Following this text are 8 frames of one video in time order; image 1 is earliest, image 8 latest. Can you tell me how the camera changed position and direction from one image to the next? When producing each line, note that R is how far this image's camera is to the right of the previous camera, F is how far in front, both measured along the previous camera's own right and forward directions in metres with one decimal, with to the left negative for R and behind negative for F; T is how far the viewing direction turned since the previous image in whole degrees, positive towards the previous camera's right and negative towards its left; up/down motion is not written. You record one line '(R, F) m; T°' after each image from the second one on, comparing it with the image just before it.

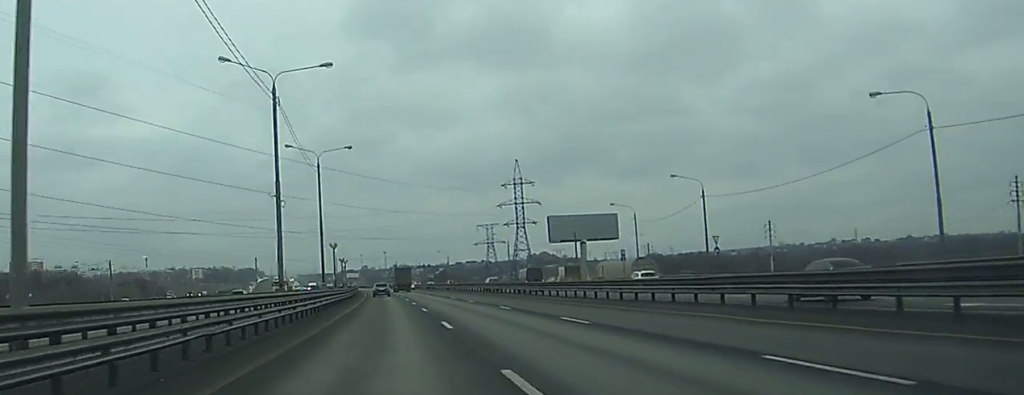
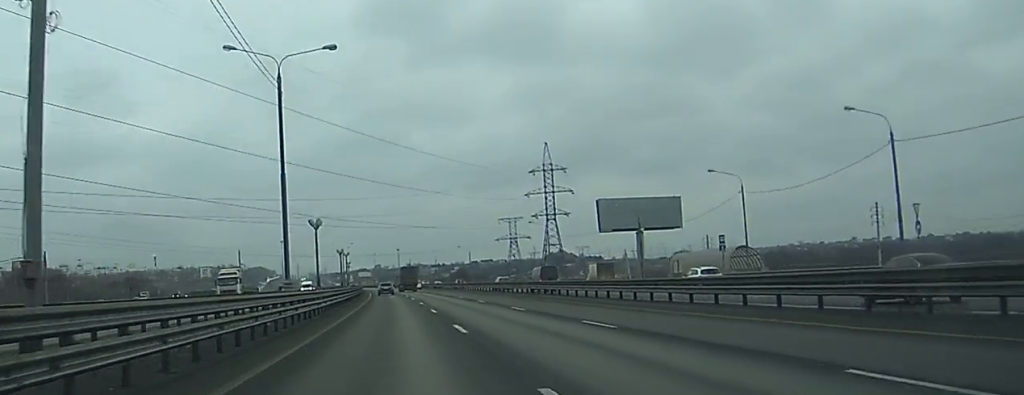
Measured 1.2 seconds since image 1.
(-0.1, +31.7) m; -1°
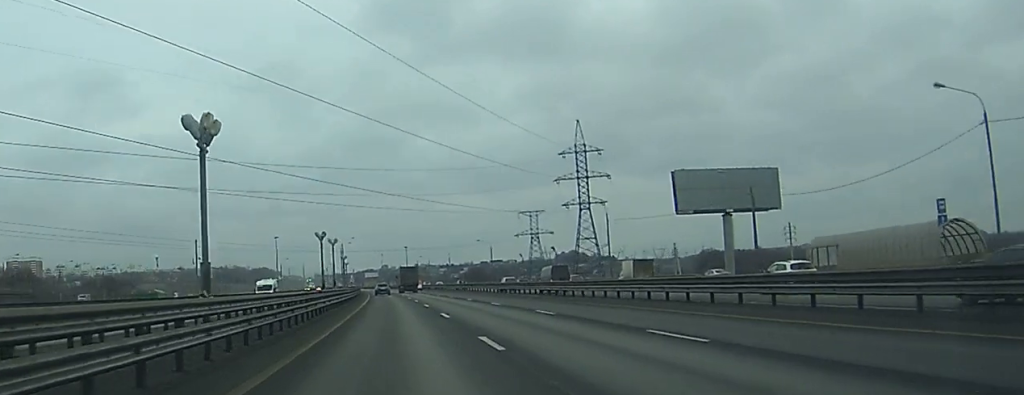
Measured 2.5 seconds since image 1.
(-0.4, +36.1) m; 0°
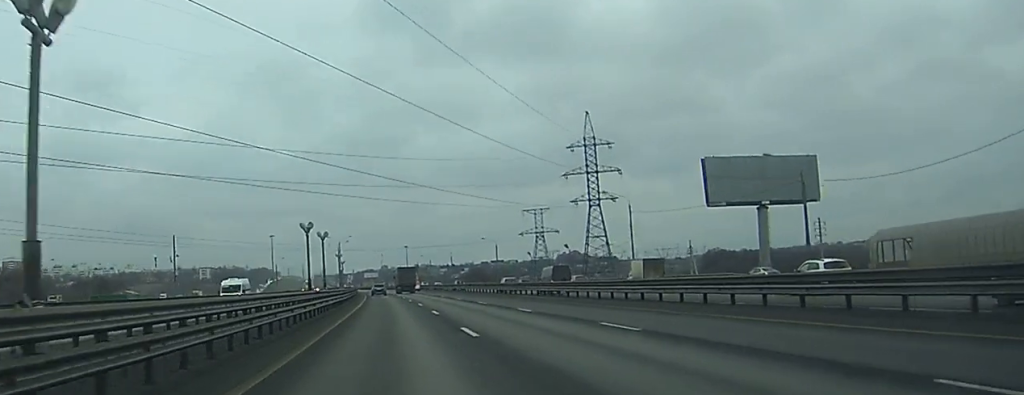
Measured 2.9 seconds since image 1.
(+0.2, +12.3) m; 0°
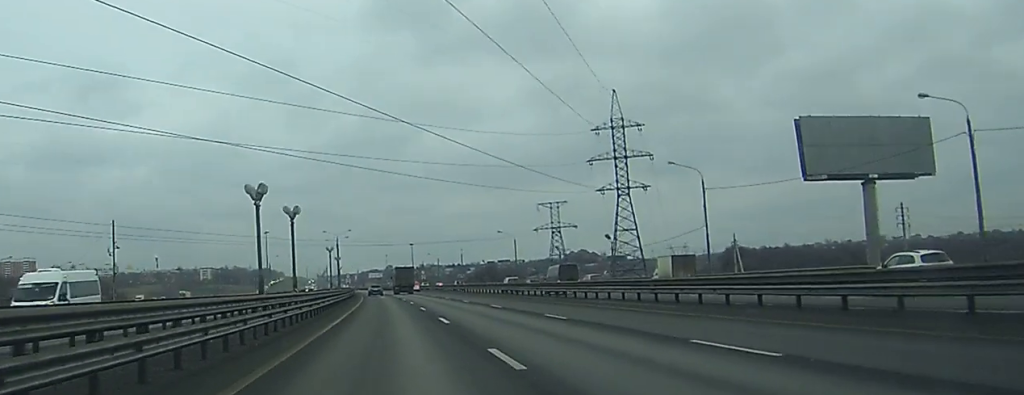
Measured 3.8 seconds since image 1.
(-0.1, +25.9) m; -1°
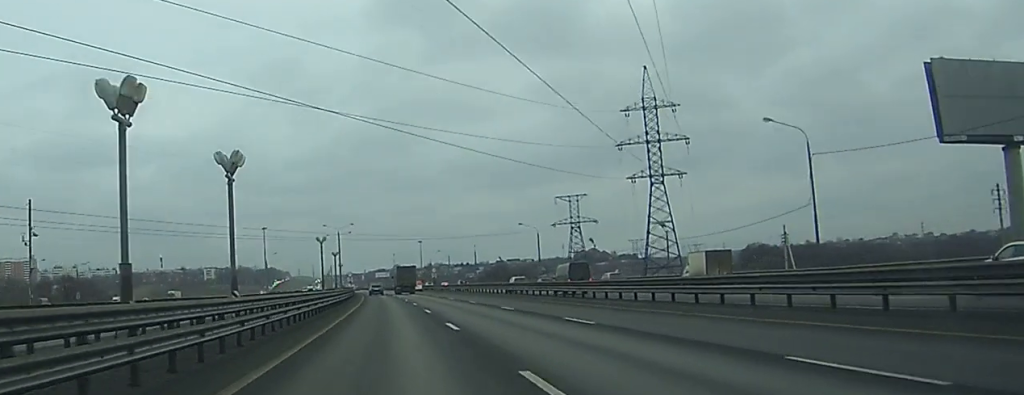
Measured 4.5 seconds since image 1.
(-0.2, +22.0) m; -1°
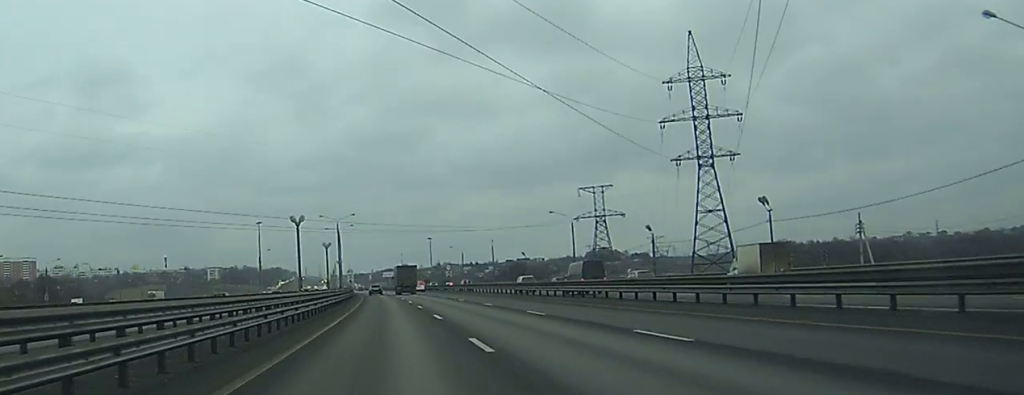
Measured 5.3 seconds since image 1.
(0.0, +26.2) m; -1°
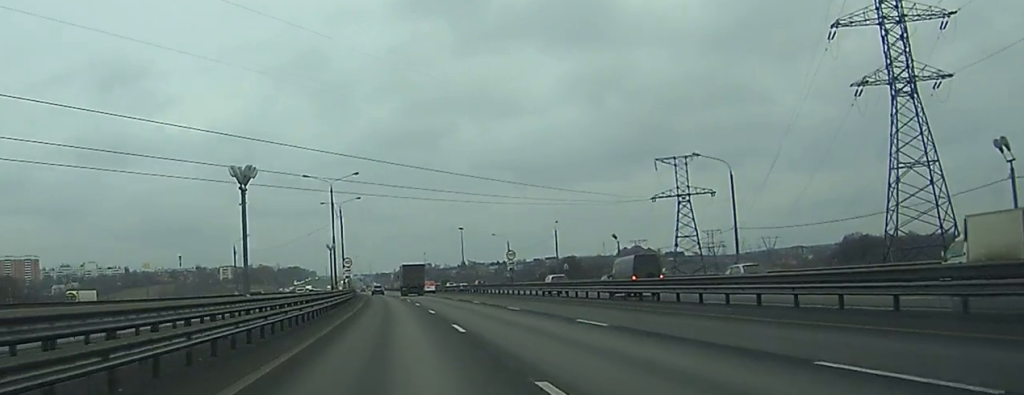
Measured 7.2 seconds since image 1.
(-0.9, +59.4) m; -1°
